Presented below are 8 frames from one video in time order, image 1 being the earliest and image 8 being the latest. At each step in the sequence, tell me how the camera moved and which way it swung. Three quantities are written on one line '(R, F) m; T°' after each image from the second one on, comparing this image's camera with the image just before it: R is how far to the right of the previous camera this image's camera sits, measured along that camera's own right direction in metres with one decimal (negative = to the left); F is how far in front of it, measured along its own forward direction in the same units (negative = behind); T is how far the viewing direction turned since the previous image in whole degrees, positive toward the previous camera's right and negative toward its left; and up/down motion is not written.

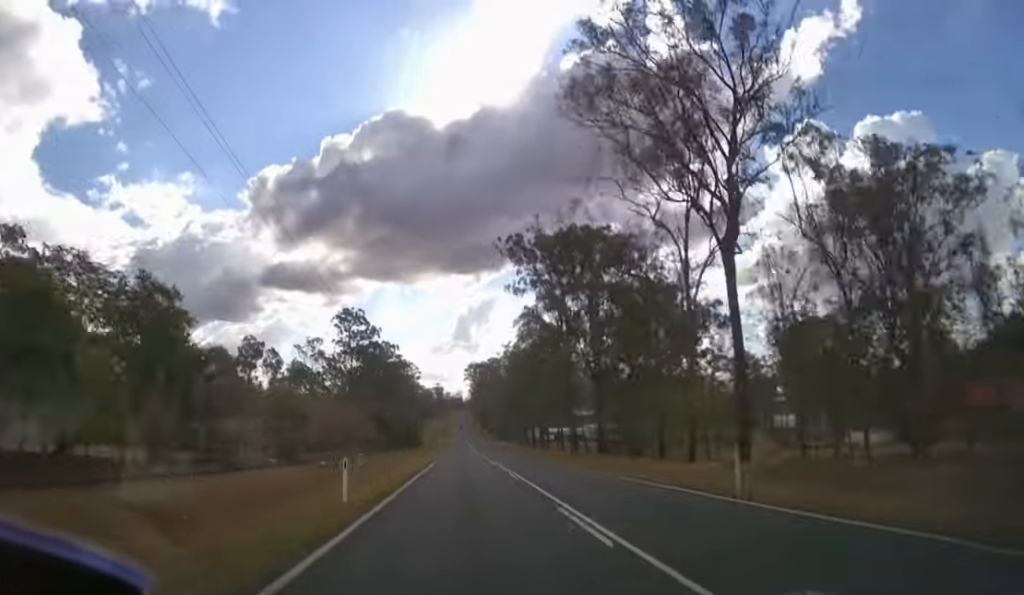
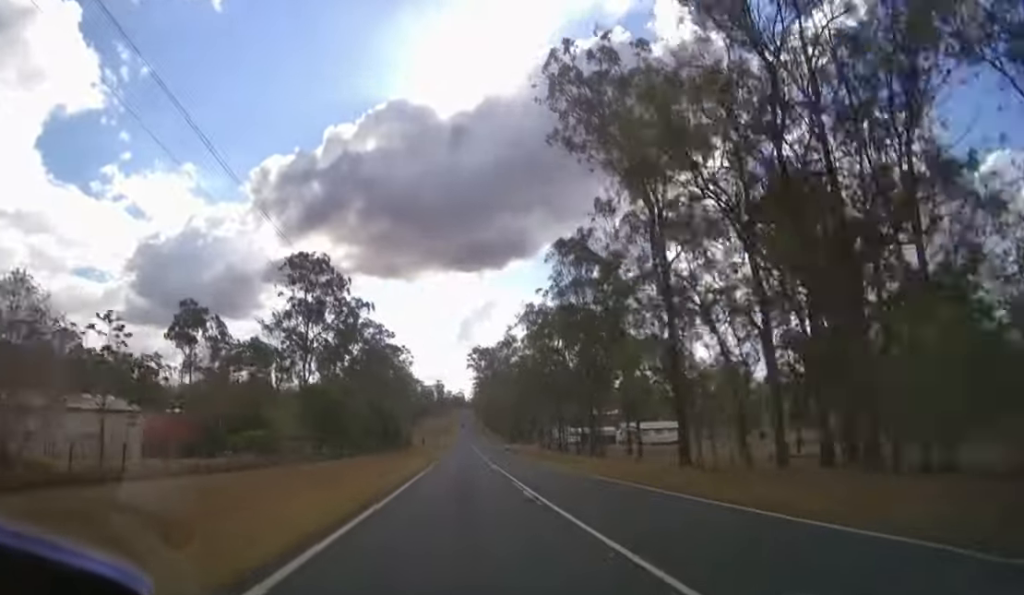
(+0.1, +31.8) m; 0°
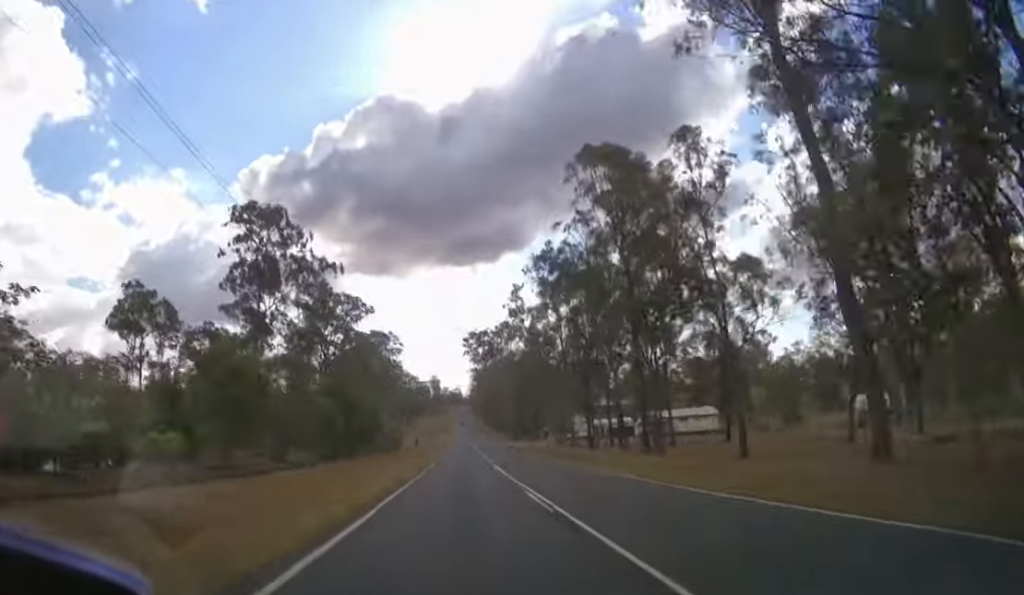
(0.0, +17.5) m; 0°
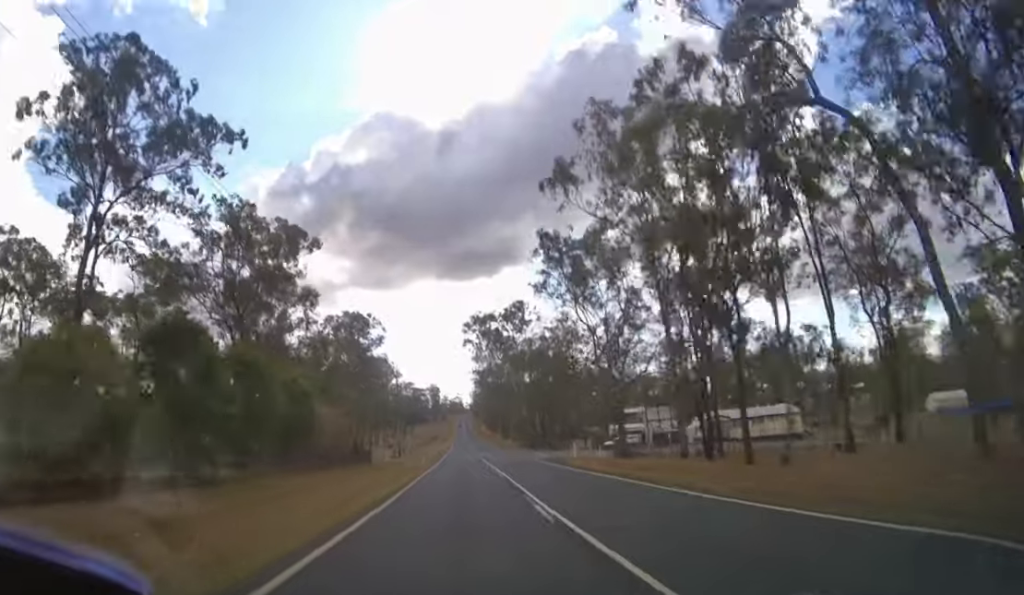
(0.0, +28.1) m; 0°
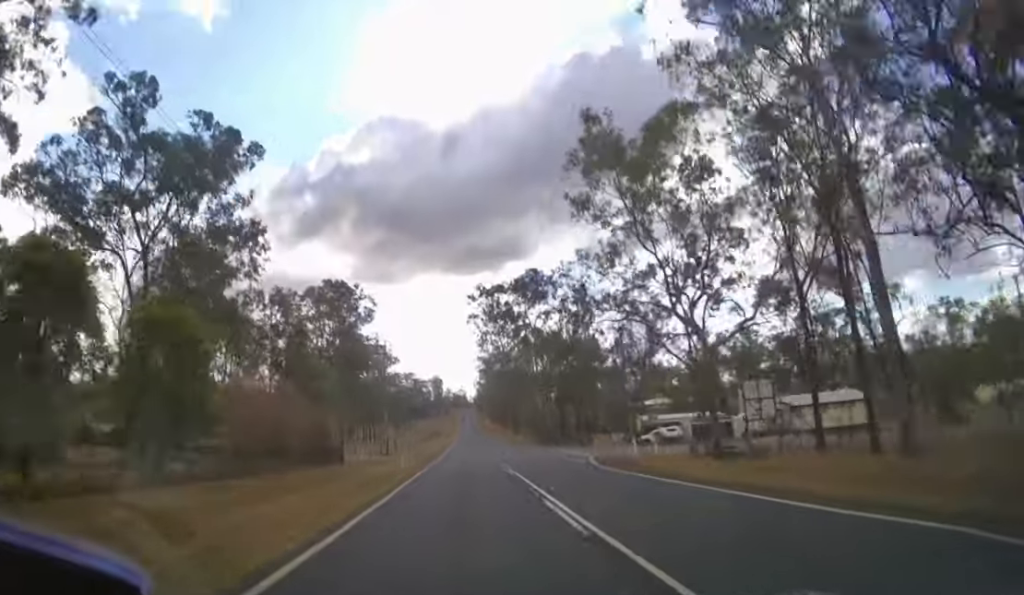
(0.0, +14.5) m; 0°
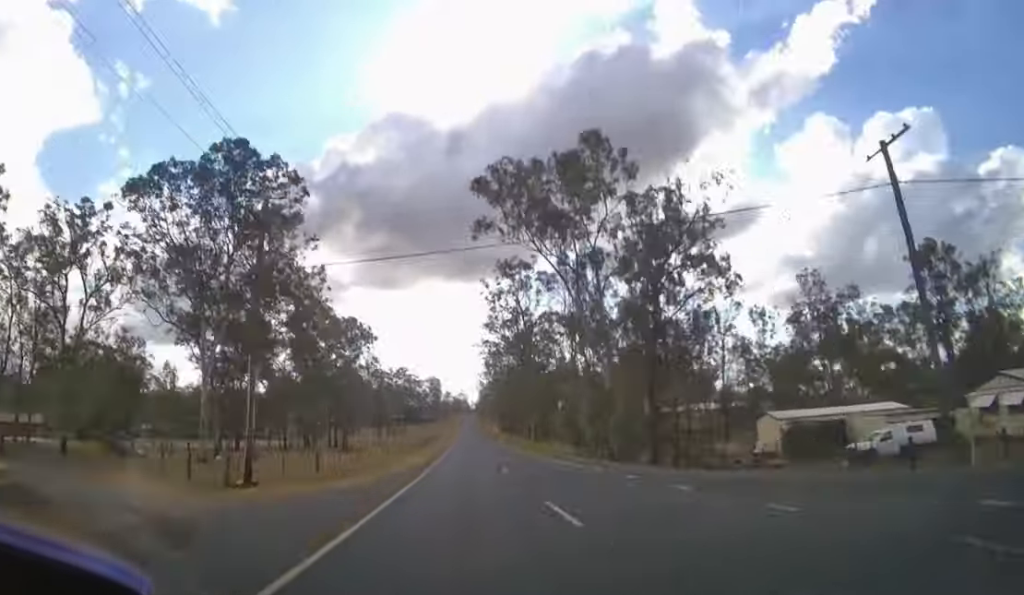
(-0.1, +34.6) m; 0°
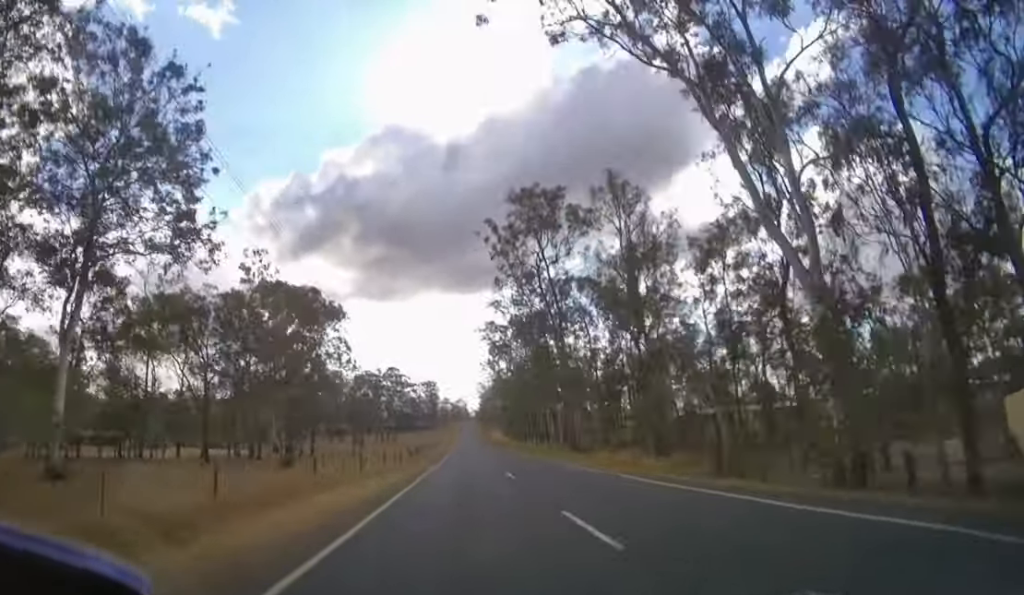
(0.0, +23.3) m; 0°
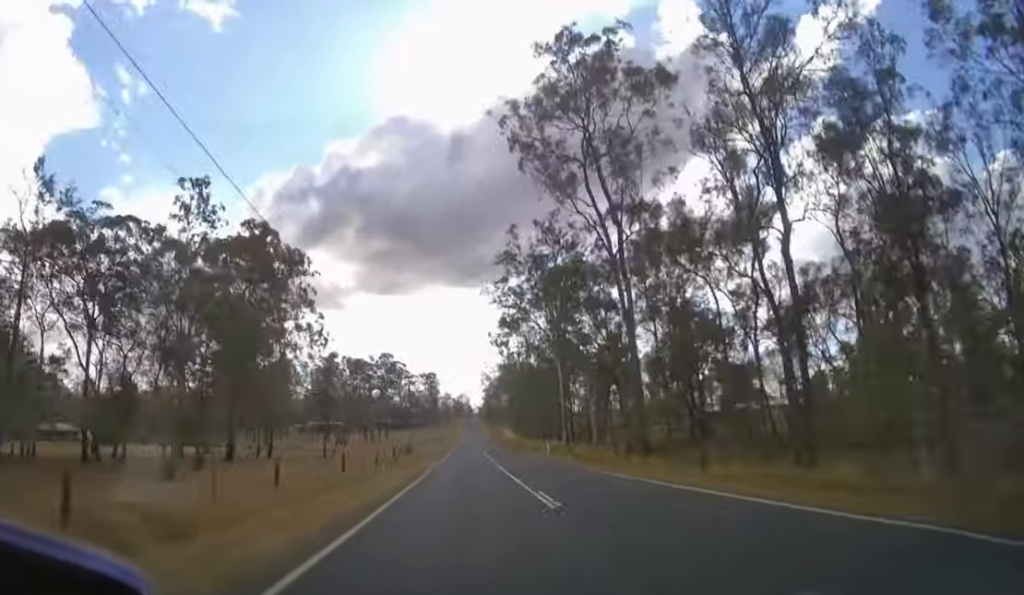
(0.0, +16.8) m; 0°
